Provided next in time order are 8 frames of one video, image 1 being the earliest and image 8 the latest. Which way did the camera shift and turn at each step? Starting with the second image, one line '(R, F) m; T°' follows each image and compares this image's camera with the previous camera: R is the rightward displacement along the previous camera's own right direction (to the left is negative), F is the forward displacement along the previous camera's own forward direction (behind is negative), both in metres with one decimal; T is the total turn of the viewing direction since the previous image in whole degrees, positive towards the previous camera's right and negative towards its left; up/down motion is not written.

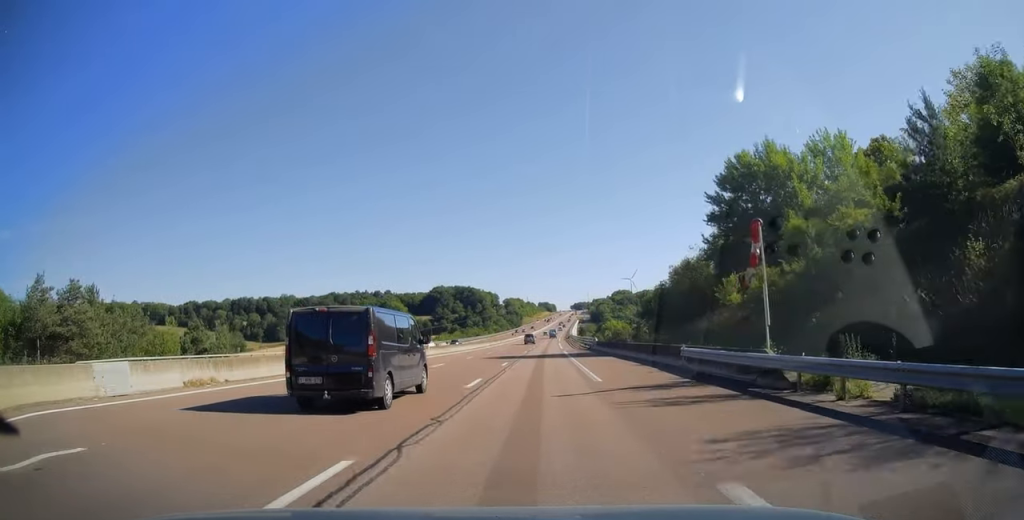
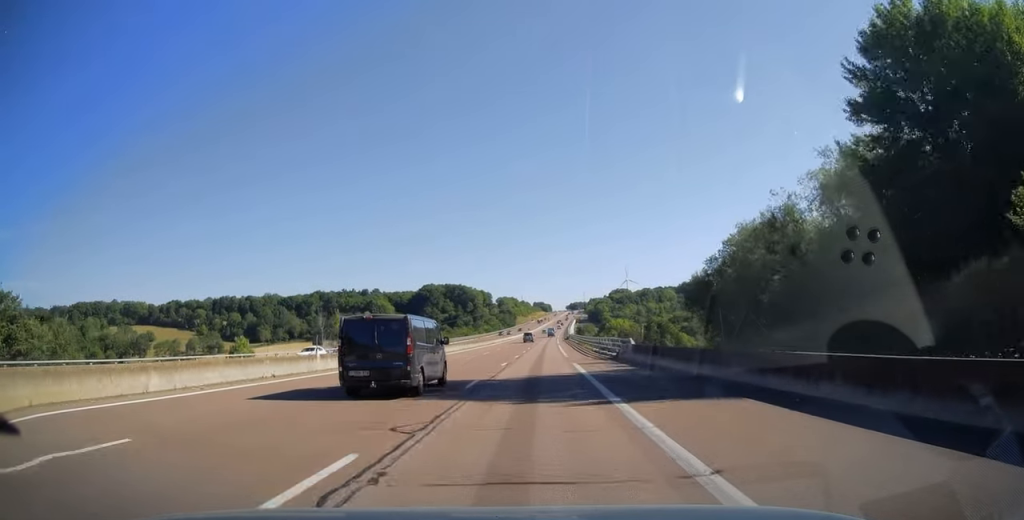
(+0.1, +25.8) m; +1°
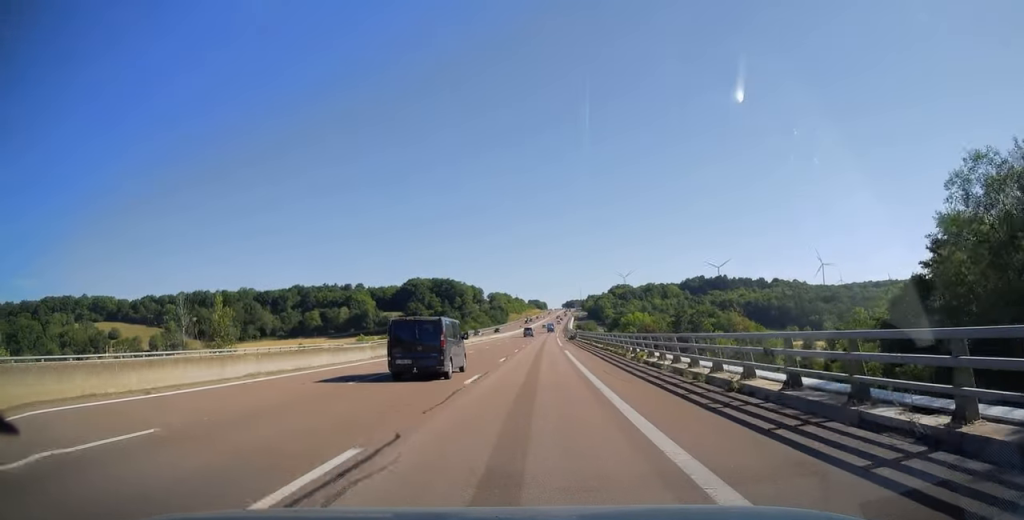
(+0.2, +39.0) m; +1°
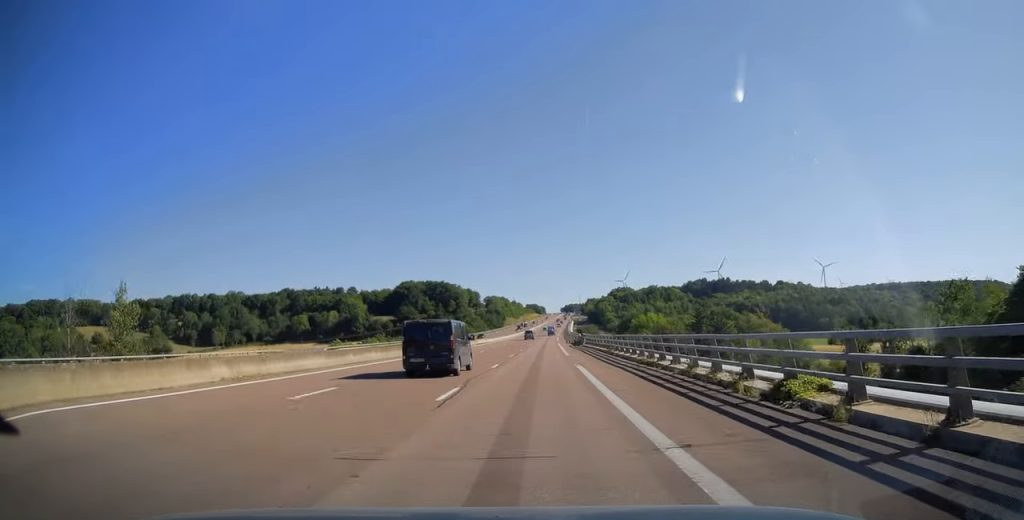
(0.0, +17.4) m; 0°
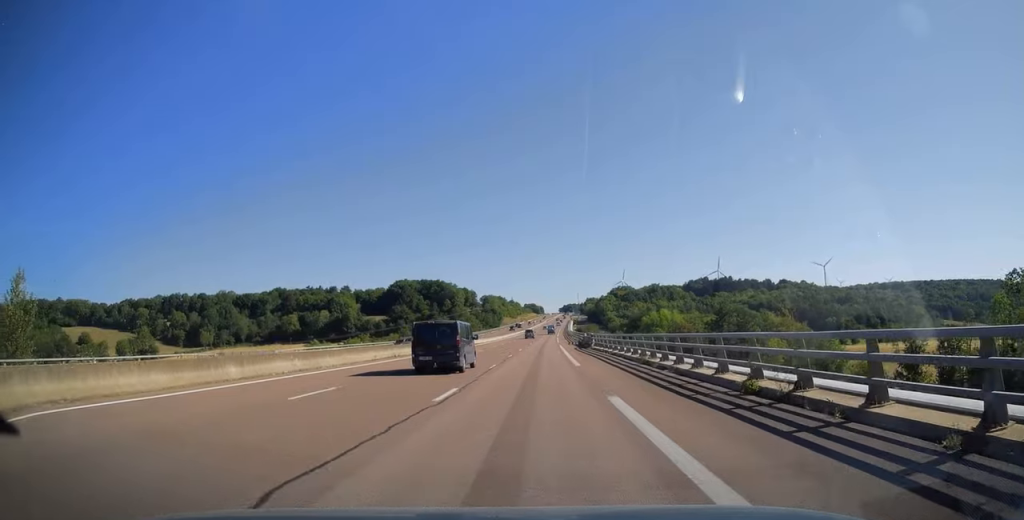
(0.0, +13.2) m; 0°
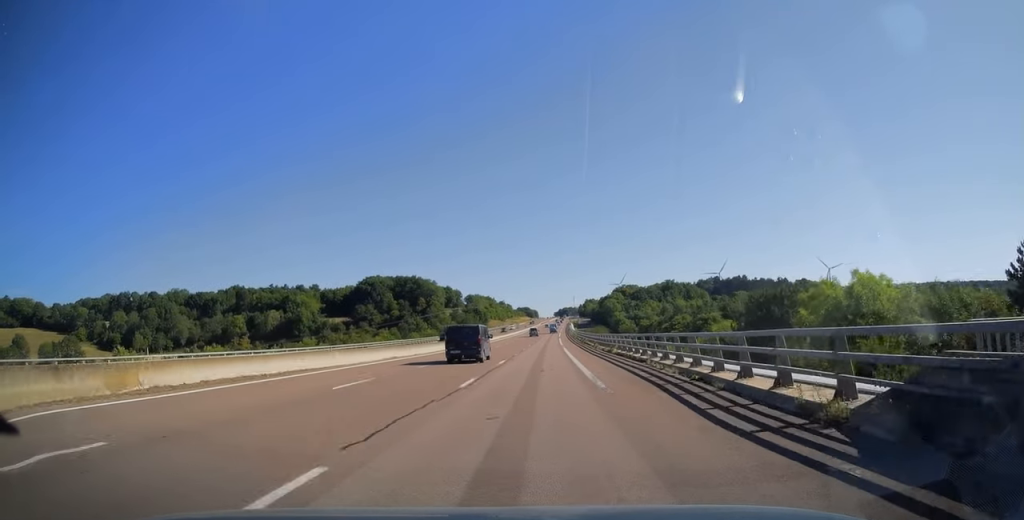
(+0.2, +62.2) m; +1°
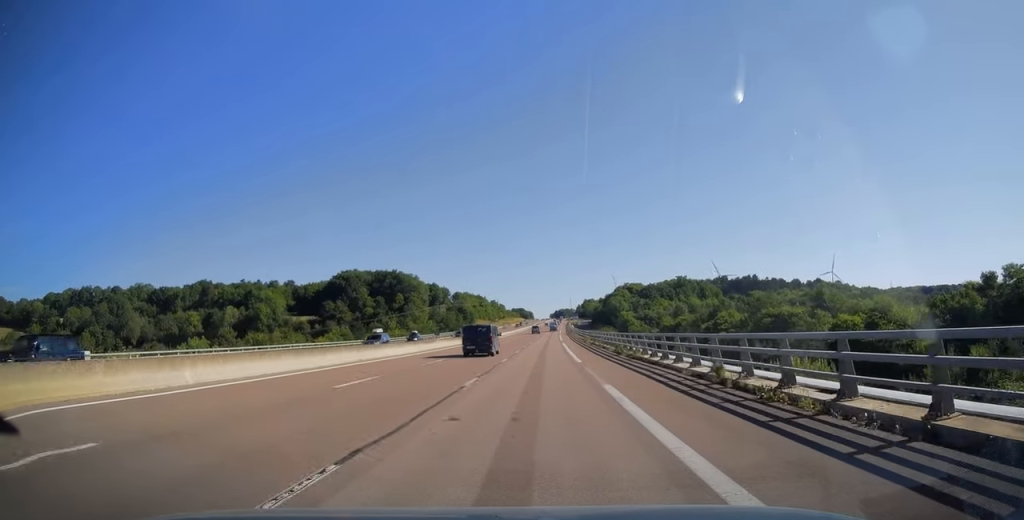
(+0.3, +39.4) m; 0°
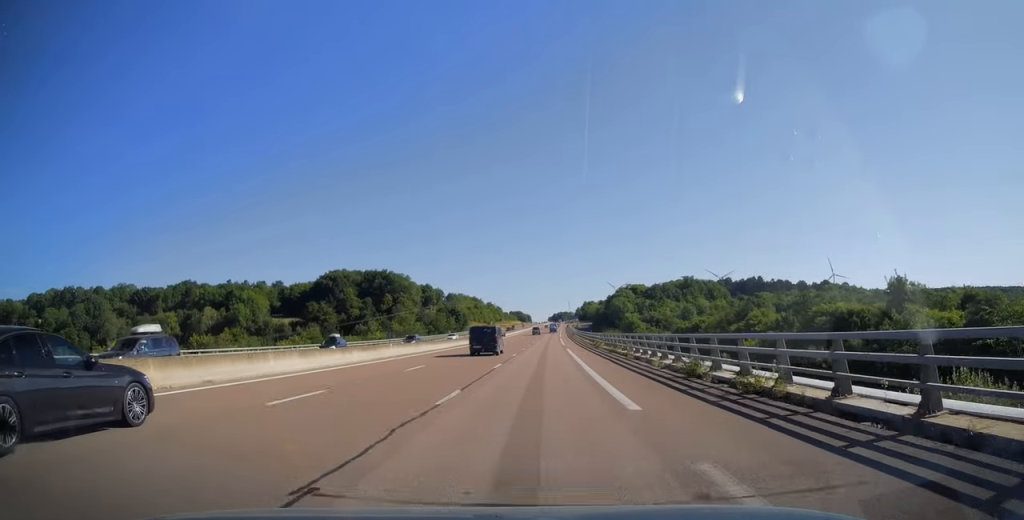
(0.0, +17.3) m; 0°
